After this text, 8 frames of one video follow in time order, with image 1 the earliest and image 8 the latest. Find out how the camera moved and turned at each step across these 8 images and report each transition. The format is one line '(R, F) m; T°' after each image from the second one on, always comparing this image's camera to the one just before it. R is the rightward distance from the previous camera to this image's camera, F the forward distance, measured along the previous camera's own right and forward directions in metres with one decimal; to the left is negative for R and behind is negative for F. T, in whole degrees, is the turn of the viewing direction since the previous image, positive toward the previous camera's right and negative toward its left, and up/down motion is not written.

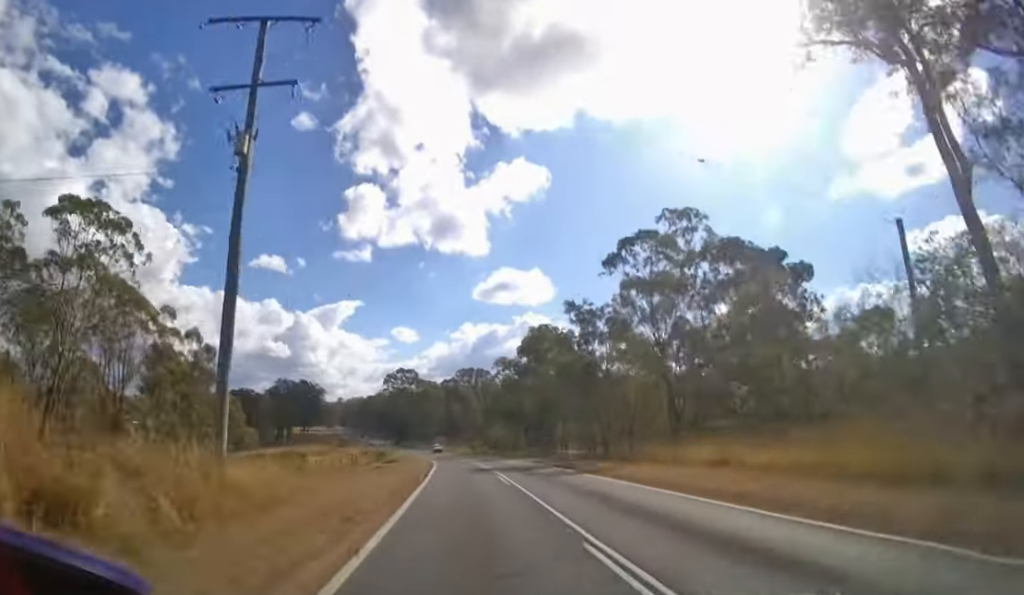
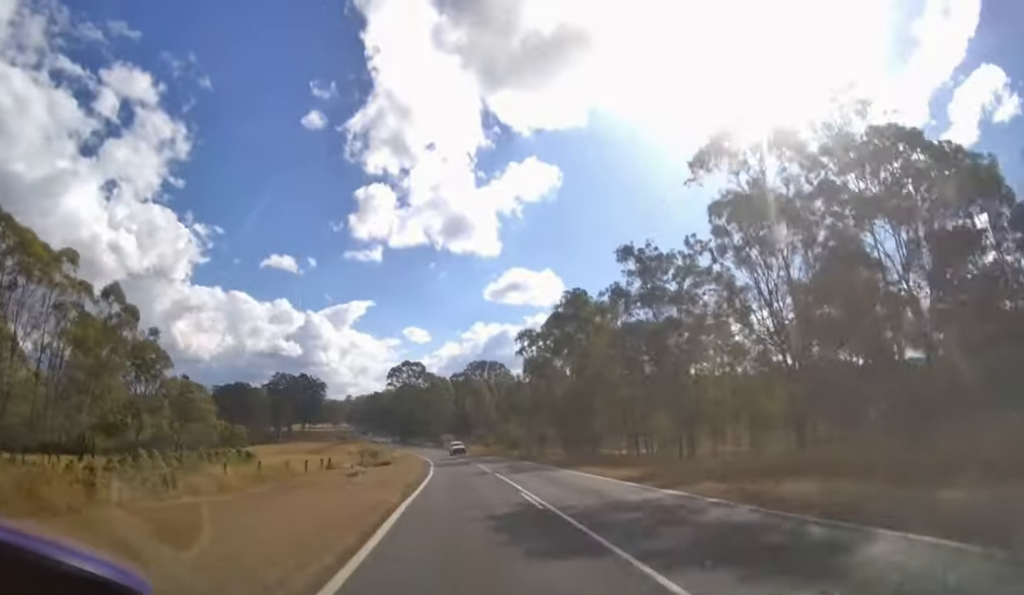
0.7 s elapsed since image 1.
(0.0, +17.8) m; -1°
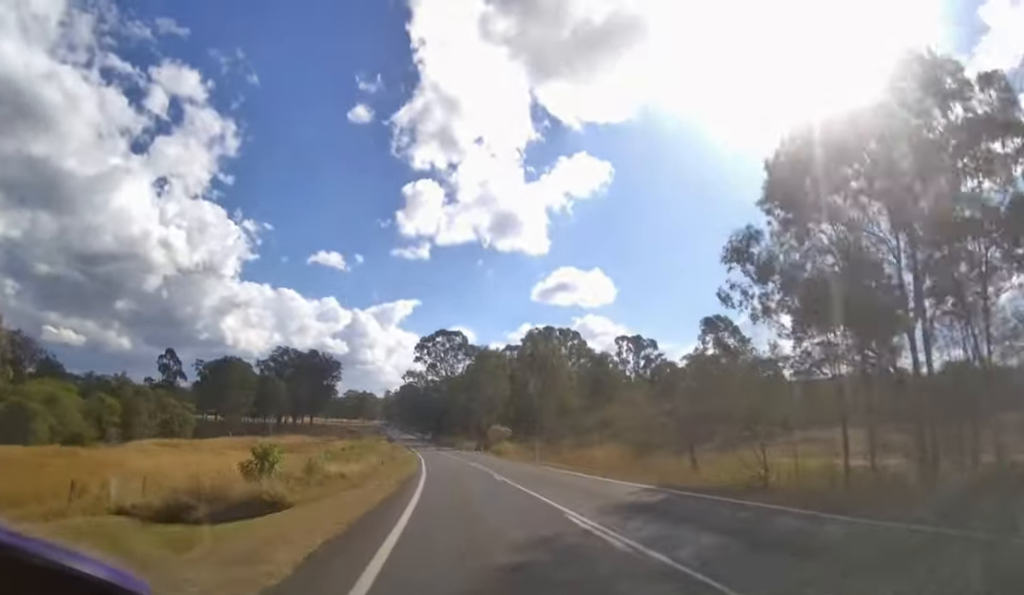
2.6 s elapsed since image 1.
(-2.4, +55.6) m; -5°
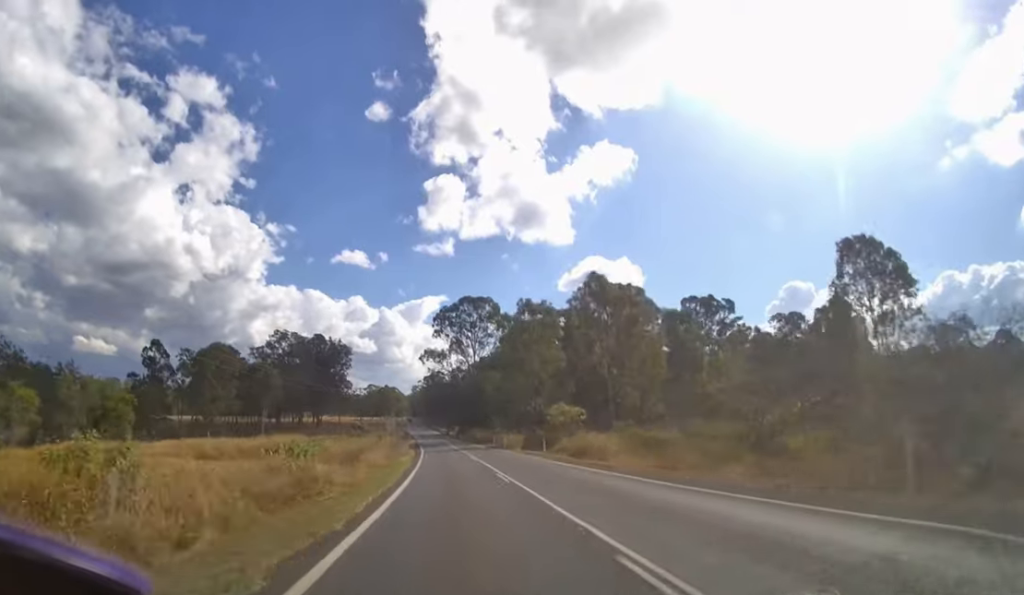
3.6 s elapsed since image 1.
(-0.9, +35.0) m; -3°
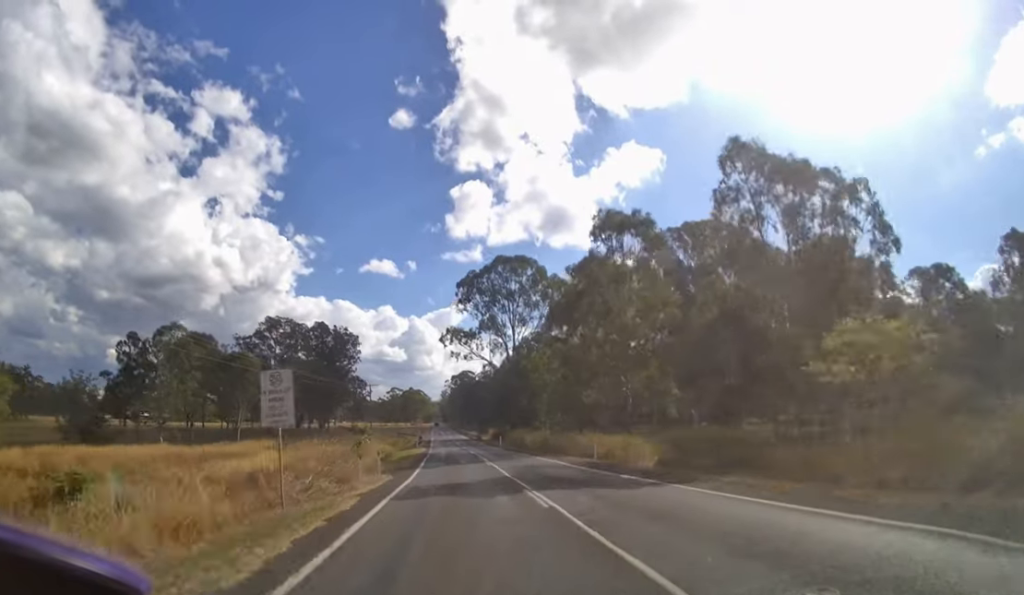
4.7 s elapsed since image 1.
(-0.8, +33.2) m; -3°
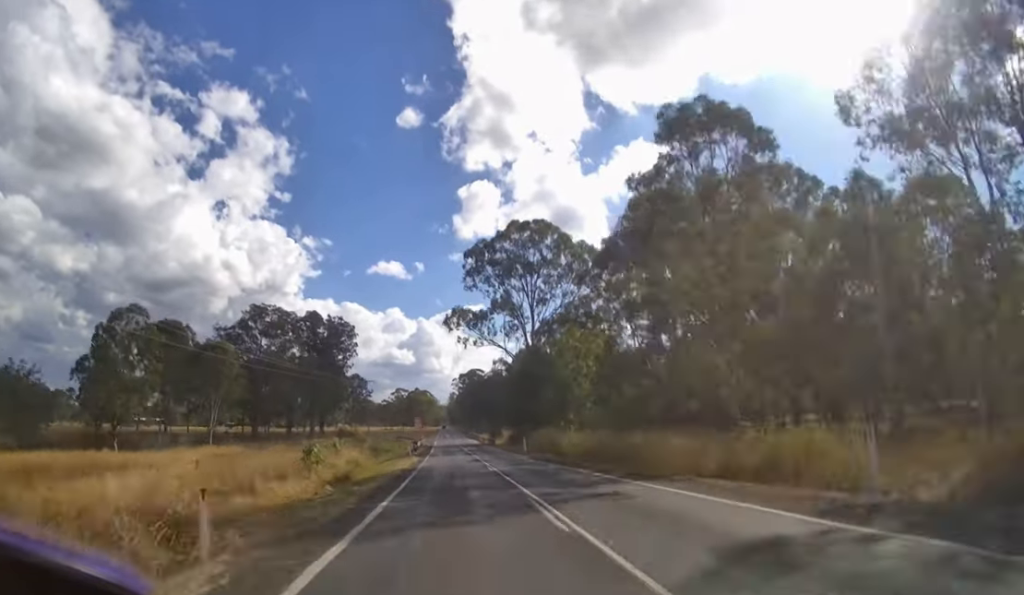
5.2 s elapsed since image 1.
(-0.4, +15.5) m; -2°
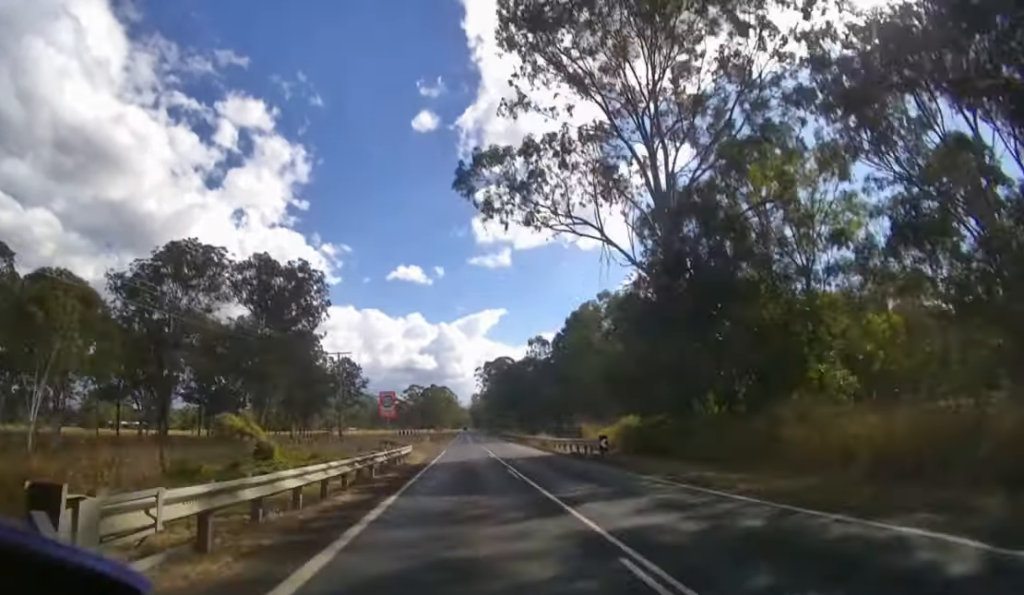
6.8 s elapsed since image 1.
(-1.4, +42.4) m; -3°
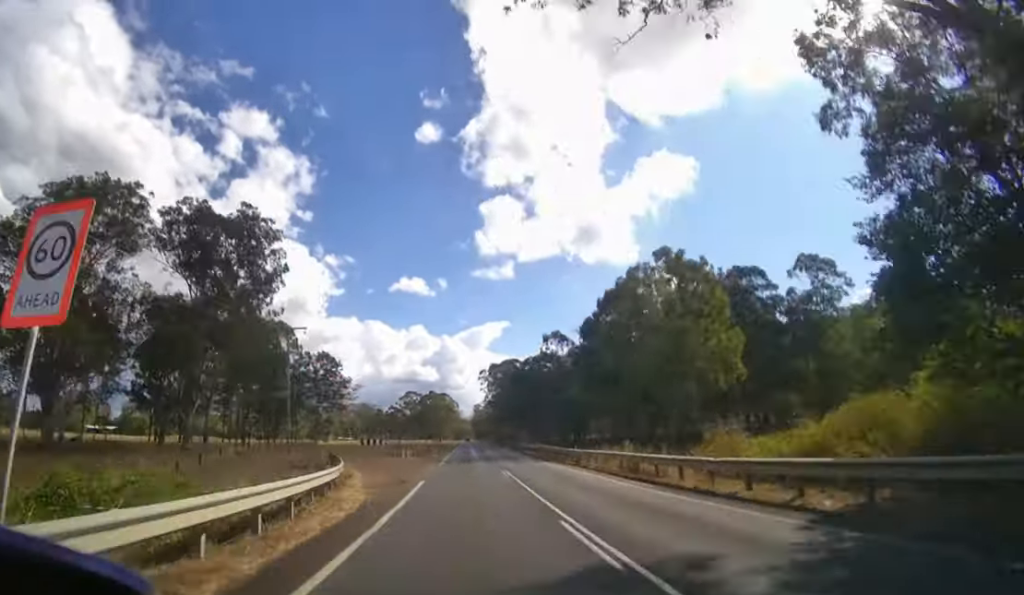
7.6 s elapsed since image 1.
(-0.1, +18.6) m; 0°
